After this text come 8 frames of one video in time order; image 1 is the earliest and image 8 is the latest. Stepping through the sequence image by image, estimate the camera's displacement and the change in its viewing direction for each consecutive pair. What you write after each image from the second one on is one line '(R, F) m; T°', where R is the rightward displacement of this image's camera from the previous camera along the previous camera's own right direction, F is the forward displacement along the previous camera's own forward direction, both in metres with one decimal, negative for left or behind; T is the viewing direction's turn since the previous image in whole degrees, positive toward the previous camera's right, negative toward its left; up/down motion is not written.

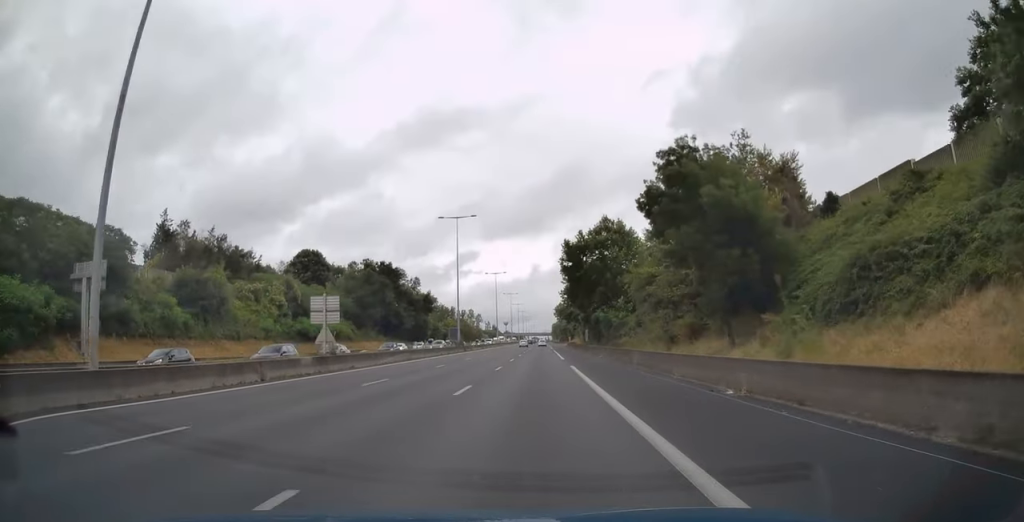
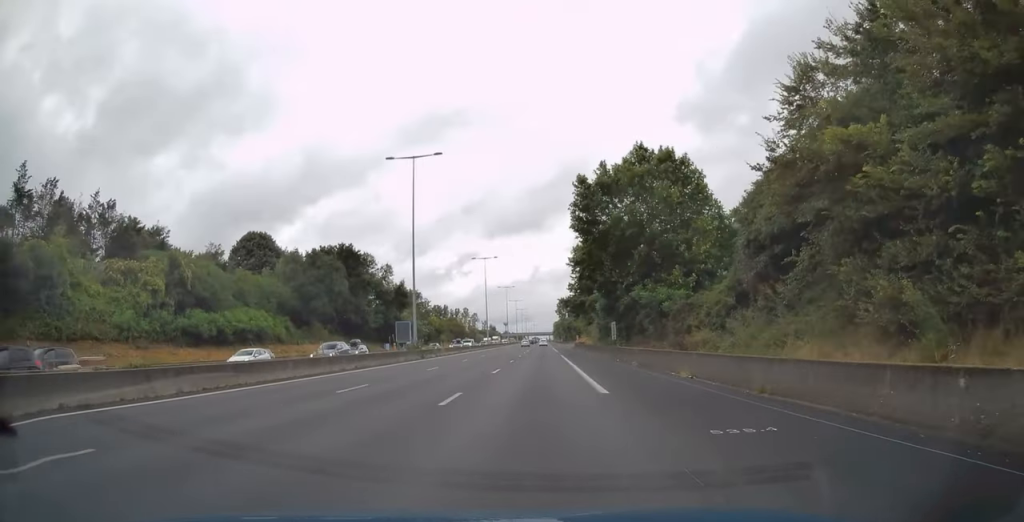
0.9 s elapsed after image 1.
(-0.1, +28.8) m; 0°
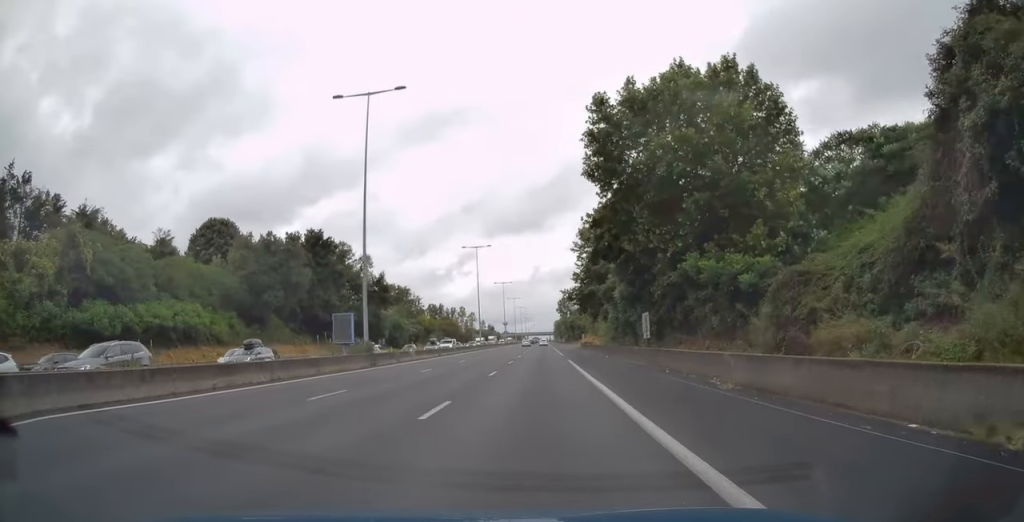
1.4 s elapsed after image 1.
(0.0, +15.5) m; 0°
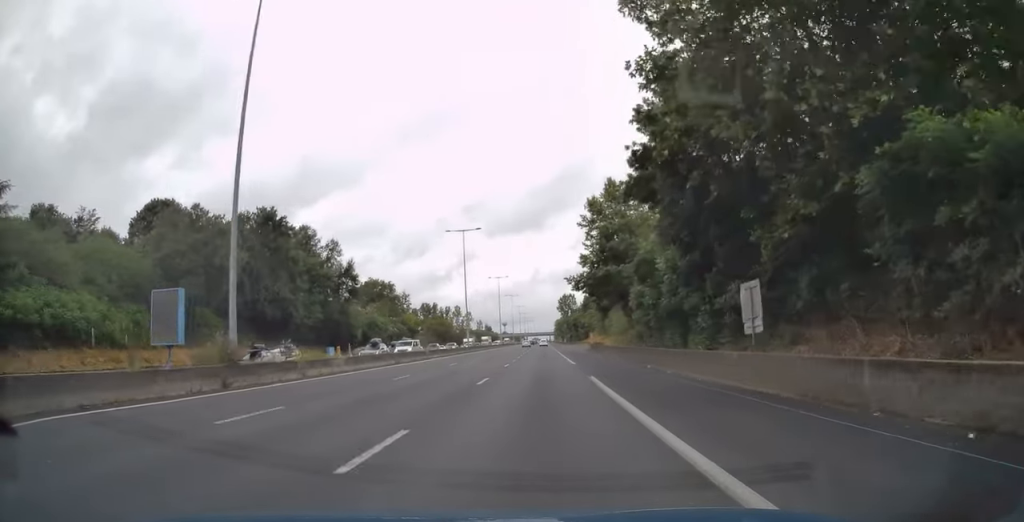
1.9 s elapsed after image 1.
(0.0, +17.6) m; 0°
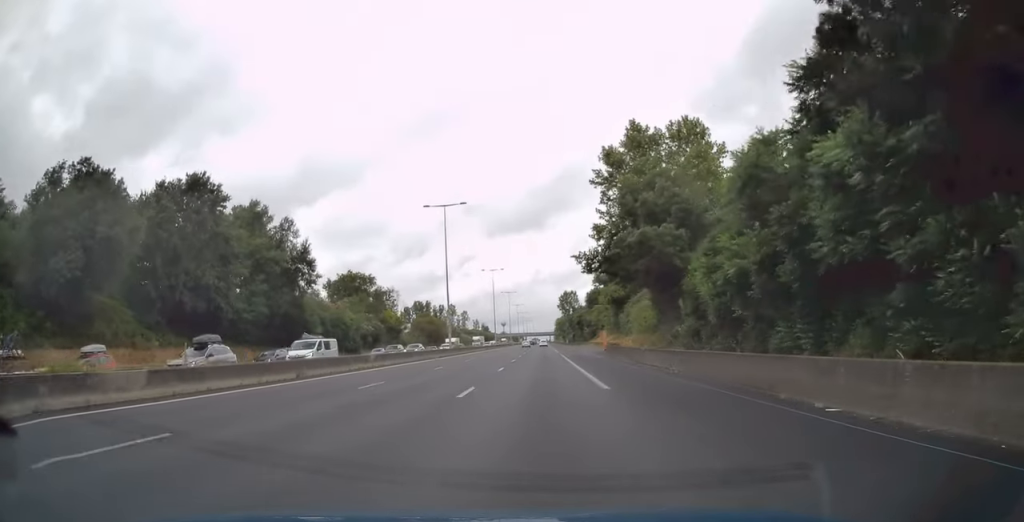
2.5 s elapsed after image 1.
(0.0, +17.7) m; 0°
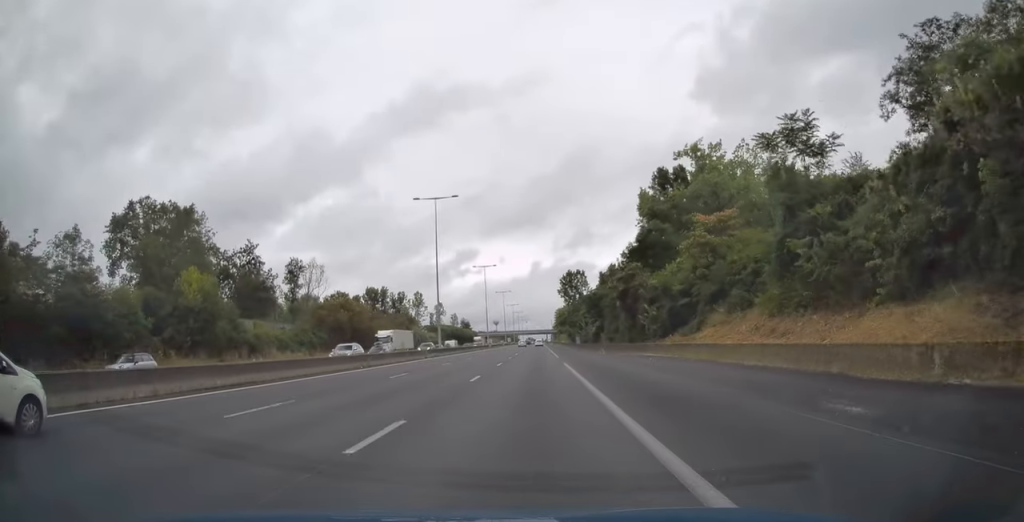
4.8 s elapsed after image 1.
(+0.3, +73.1) m; +1°
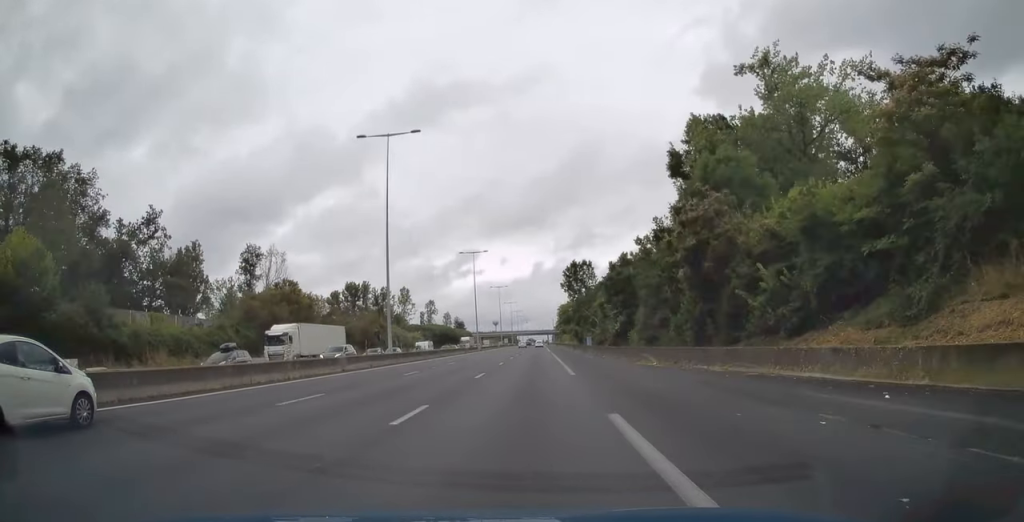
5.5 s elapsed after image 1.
(0.0, +23.5) m; 0°
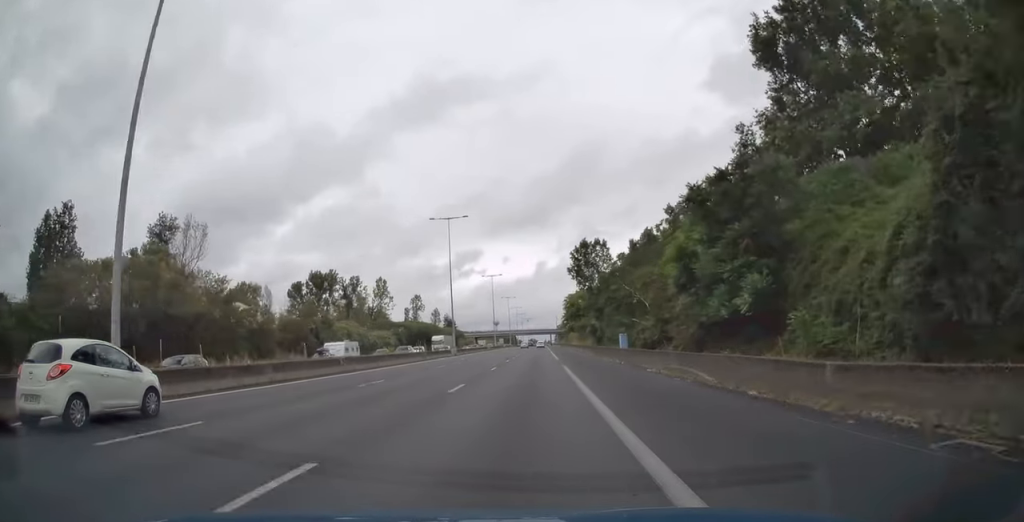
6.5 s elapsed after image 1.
(0.0, +32.6) m; 0°
